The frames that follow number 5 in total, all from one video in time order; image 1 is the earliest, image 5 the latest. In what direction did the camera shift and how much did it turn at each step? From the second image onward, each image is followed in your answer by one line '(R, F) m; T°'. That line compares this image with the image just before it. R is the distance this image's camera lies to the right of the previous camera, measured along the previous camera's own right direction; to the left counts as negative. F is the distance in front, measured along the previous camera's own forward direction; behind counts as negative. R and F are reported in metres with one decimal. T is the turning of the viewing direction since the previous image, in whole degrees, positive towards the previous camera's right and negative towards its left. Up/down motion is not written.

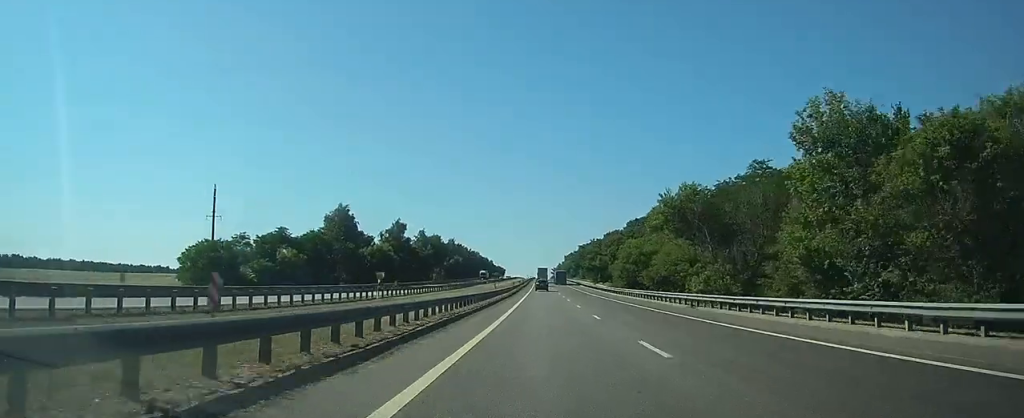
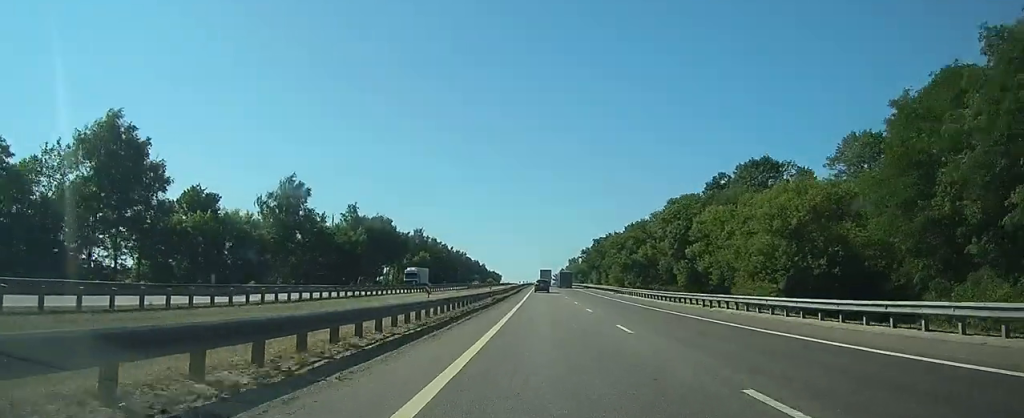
(-0.1, +66.5) m; 0°
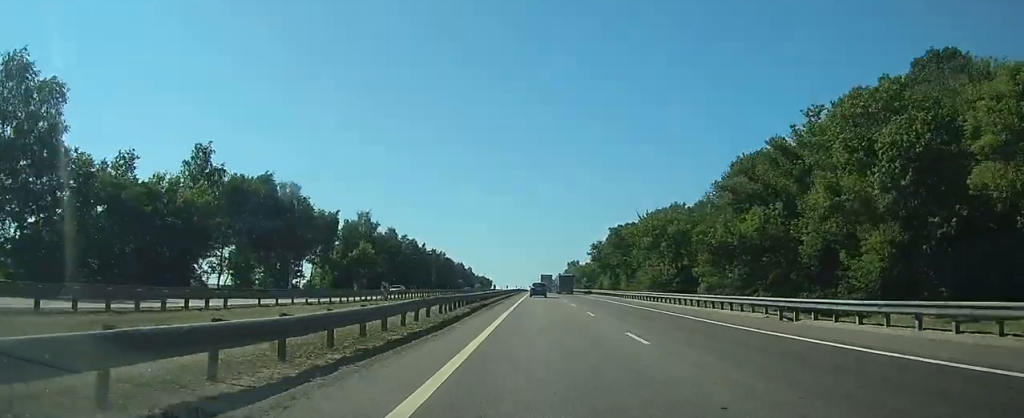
(+0.1, +50.3) m; 0°
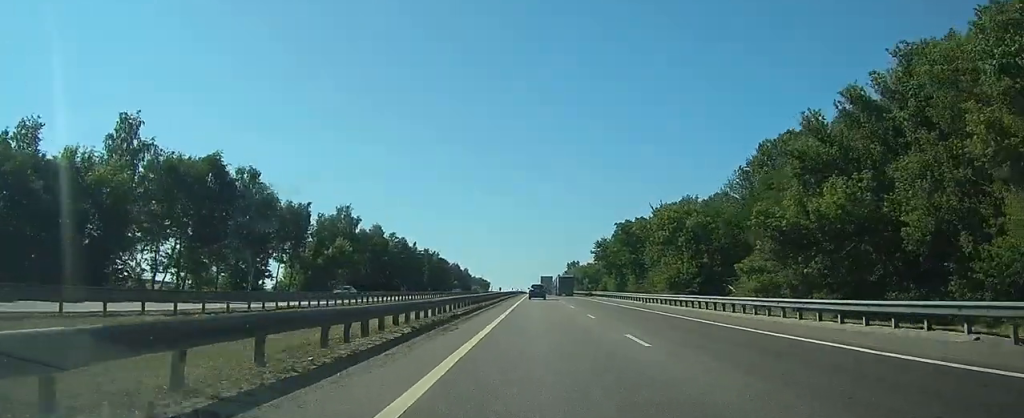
(0.0, +12.4) m; 0°
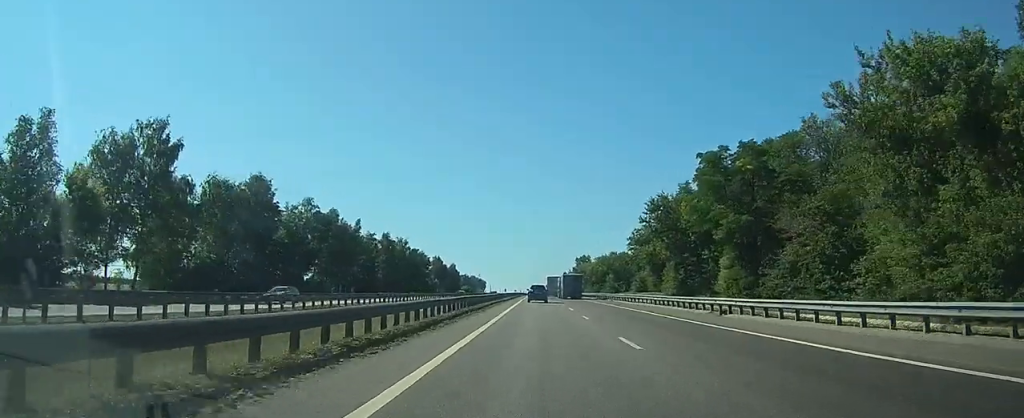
(+0.3, +60.1) m; 0°
